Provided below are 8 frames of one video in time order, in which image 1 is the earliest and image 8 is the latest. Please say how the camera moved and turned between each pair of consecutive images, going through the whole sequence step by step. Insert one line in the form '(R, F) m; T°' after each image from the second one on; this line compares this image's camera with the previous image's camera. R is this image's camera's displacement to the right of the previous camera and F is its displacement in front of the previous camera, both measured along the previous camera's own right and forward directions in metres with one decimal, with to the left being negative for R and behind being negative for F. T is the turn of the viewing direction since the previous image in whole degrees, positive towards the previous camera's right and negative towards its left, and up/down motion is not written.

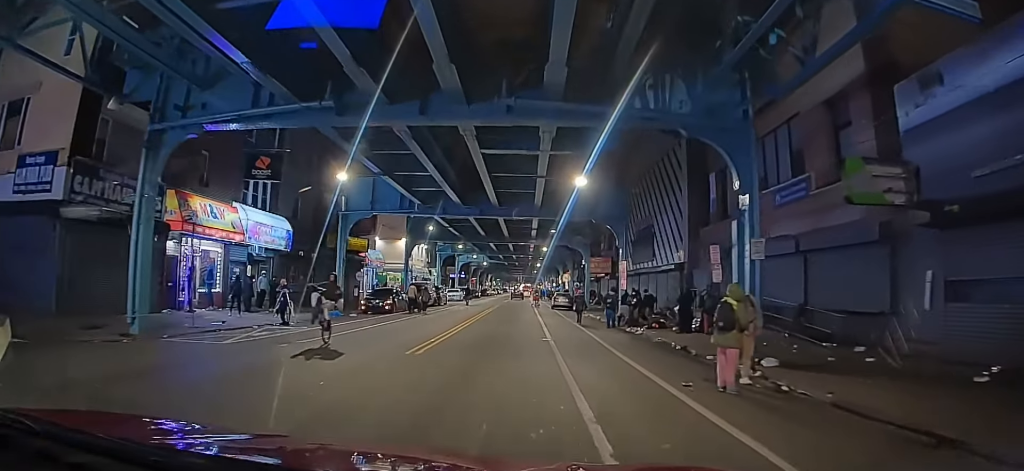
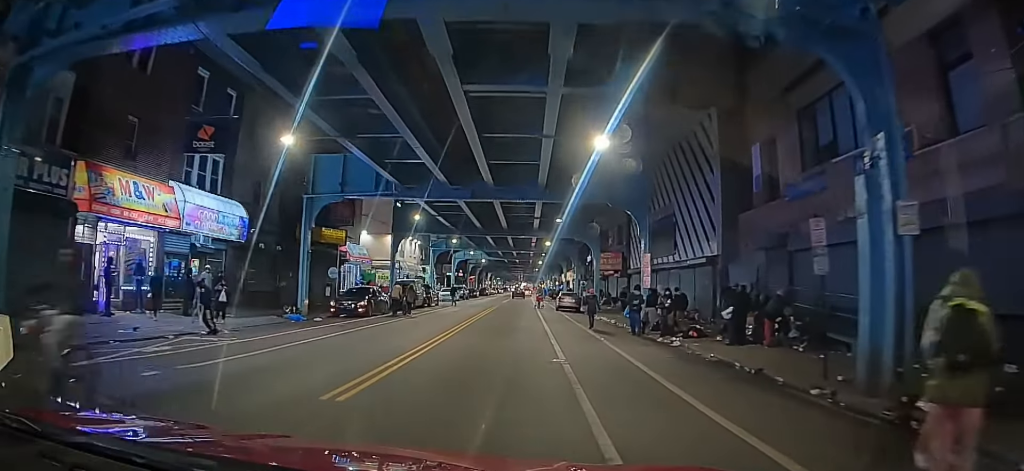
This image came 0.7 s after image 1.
(-0.2, +5.1) m; -1°
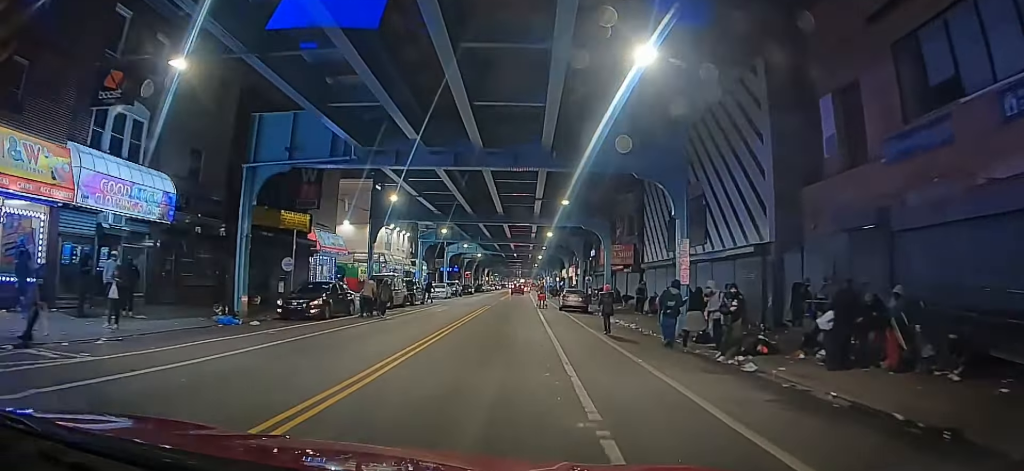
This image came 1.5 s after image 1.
(-0.1, +5.5) m; +4°
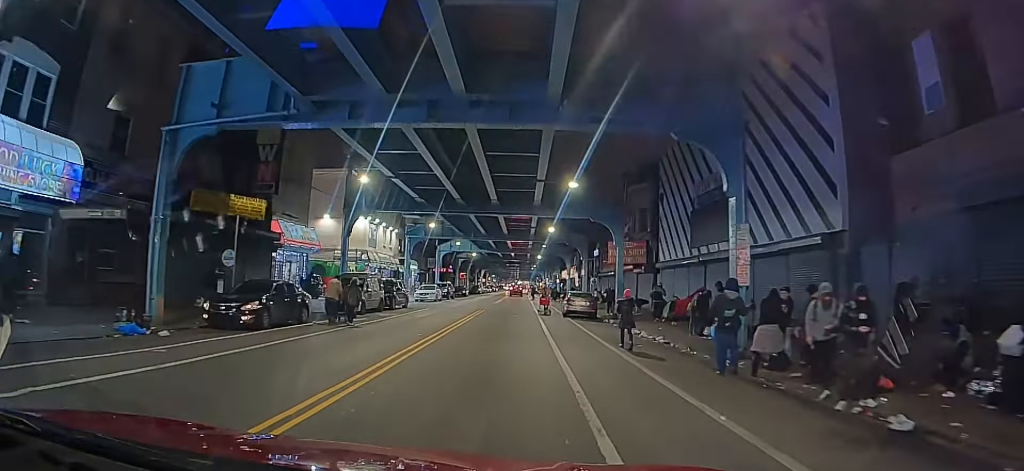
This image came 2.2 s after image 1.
(+0.4, +5.2) m; +7°
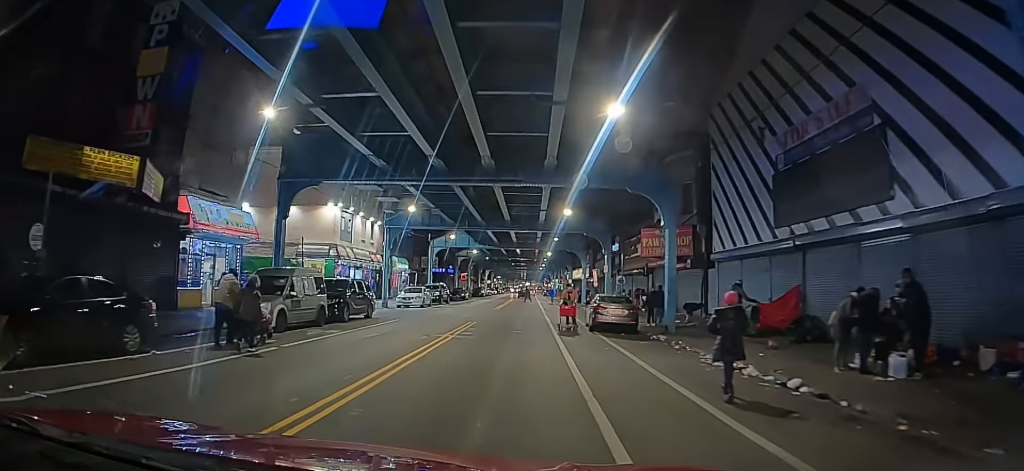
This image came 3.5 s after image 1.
(+0.7, +11.1) m; +5°
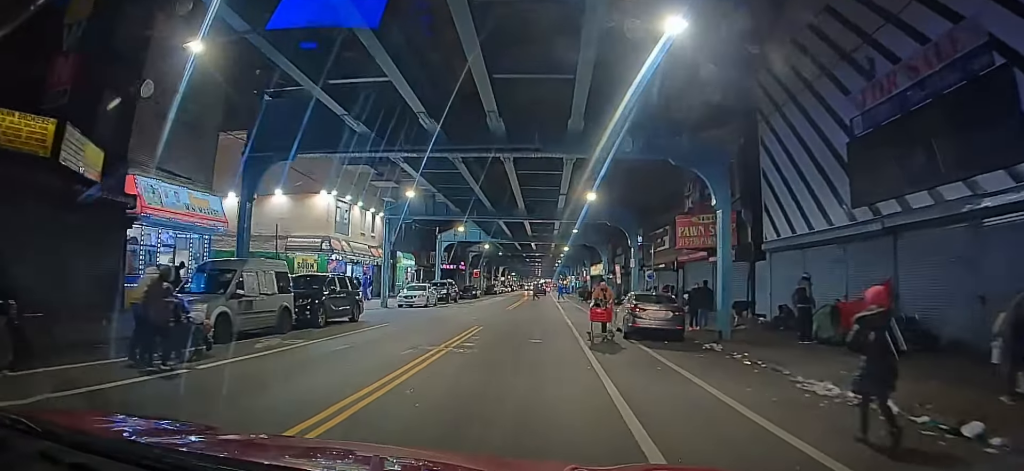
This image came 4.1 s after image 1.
(0.0, +4.4) m; +2°
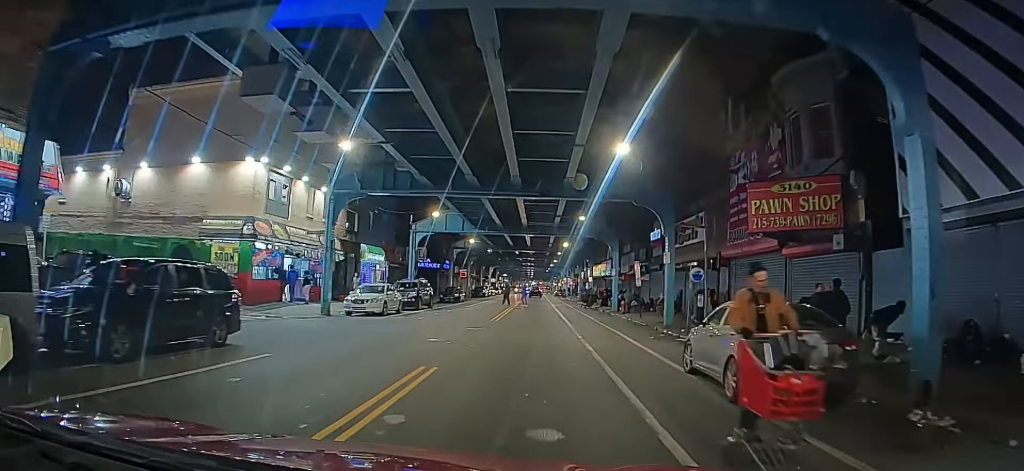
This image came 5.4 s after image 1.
(+0.4, +9.8) m; +3°
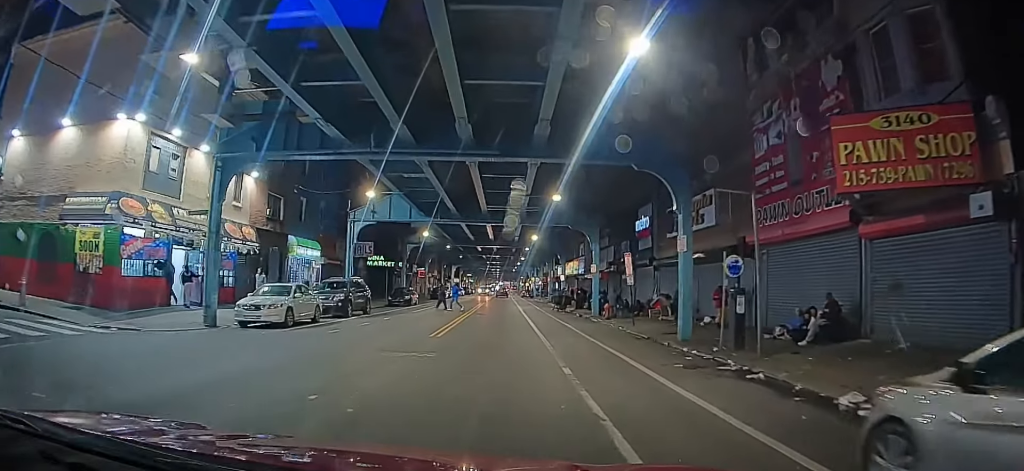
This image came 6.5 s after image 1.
(0.0, +7.8) m; -1°
